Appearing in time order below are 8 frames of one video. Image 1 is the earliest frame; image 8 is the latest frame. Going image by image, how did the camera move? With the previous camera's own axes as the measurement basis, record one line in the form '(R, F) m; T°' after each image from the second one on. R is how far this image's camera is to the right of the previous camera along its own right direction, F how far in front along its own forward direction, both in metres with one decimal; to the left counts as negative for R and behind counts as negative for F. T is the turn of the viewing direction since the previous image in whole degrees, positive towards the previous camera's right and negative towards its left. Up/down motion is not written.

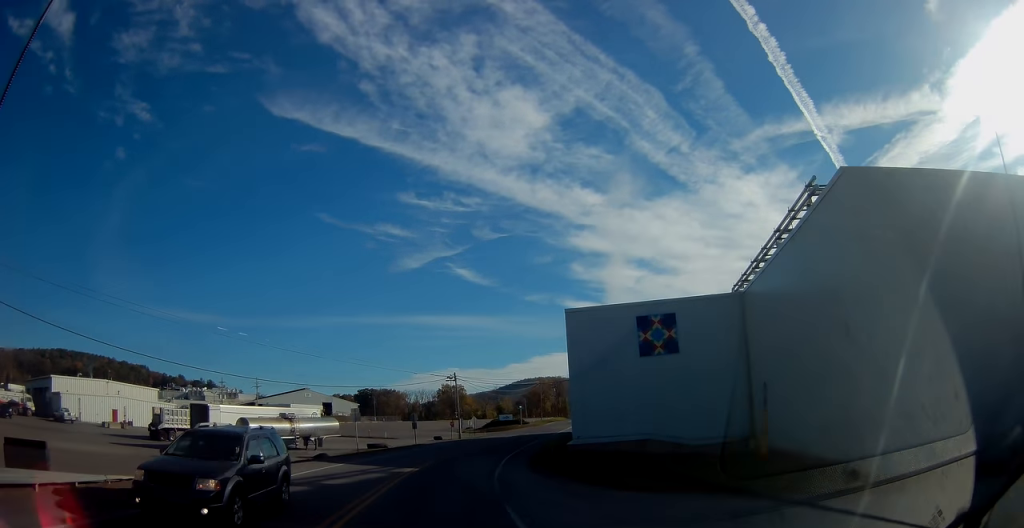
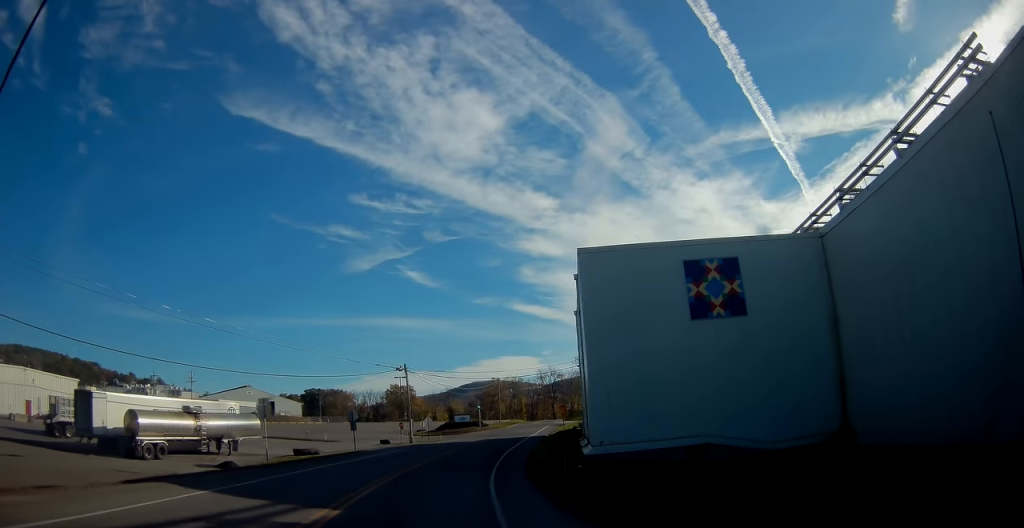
(+0.6, +12.7) m; +6°
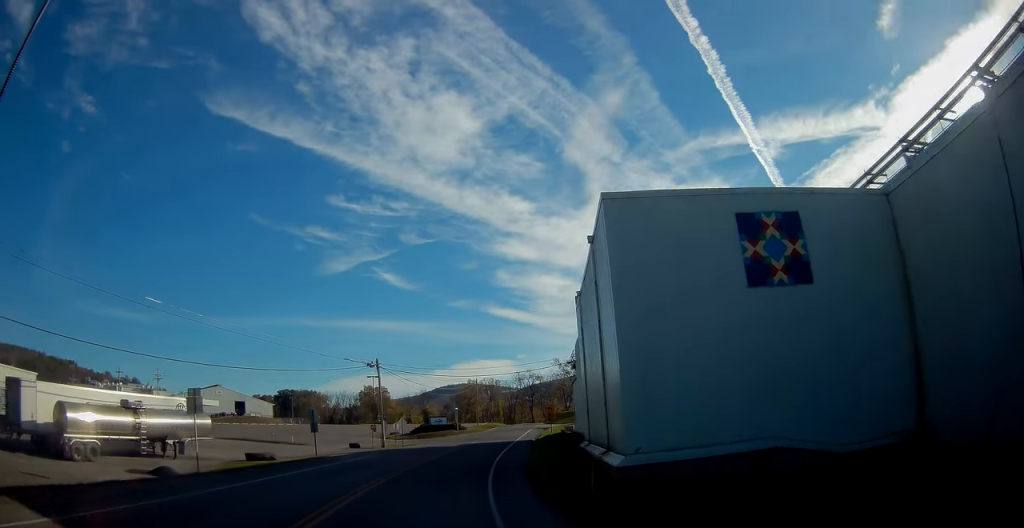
(+0.2, +6.1) m; +3°
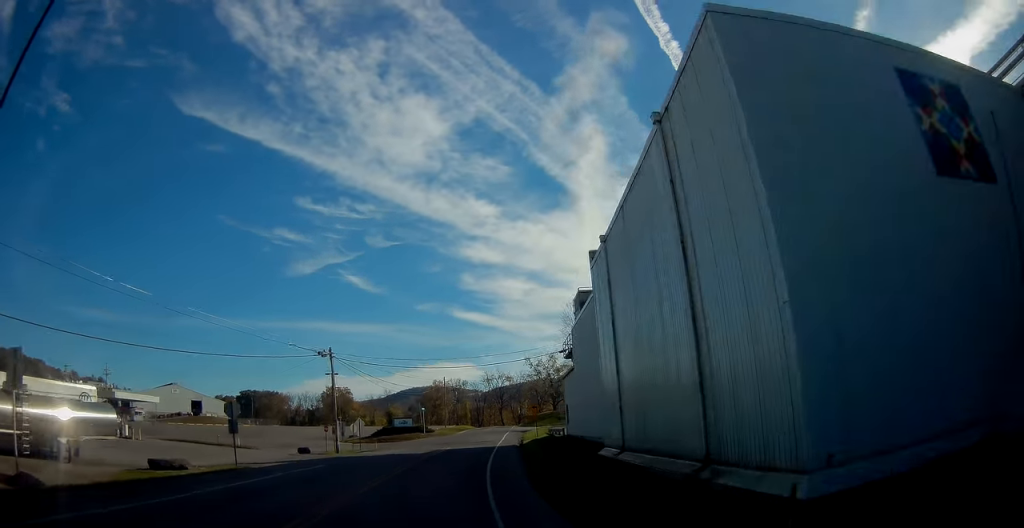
(+0.3, +9.0) m; +3°
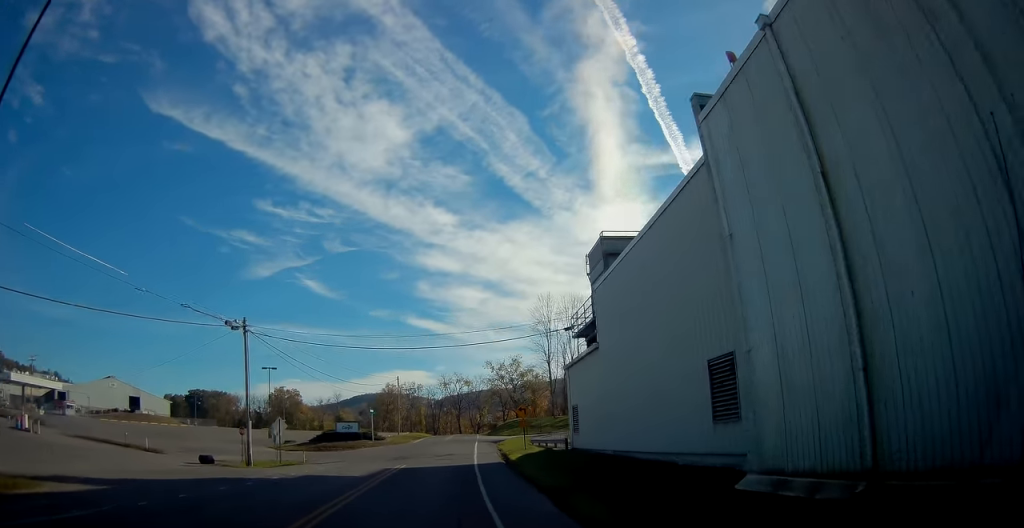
(+0.5, +13.9) m; +5°
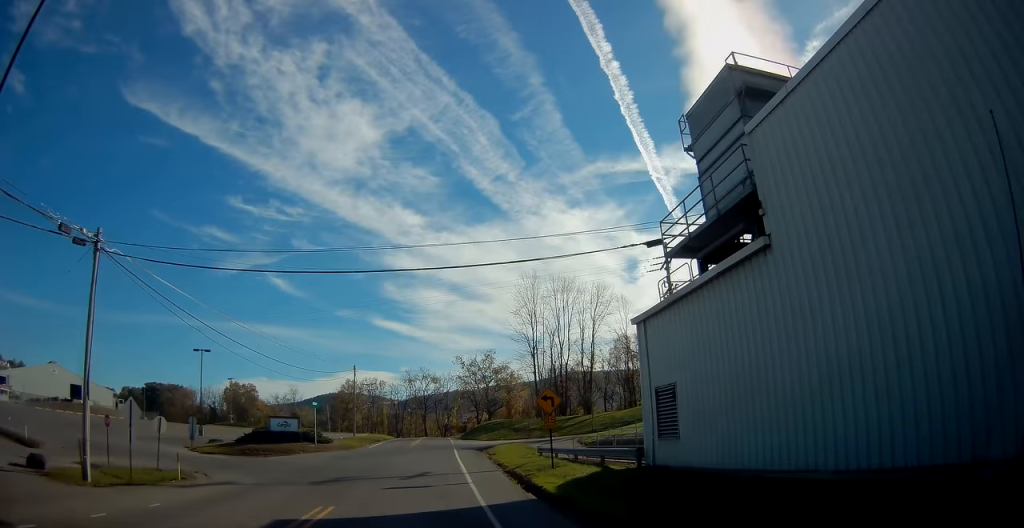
(+0.8, +15.5) m; +6°
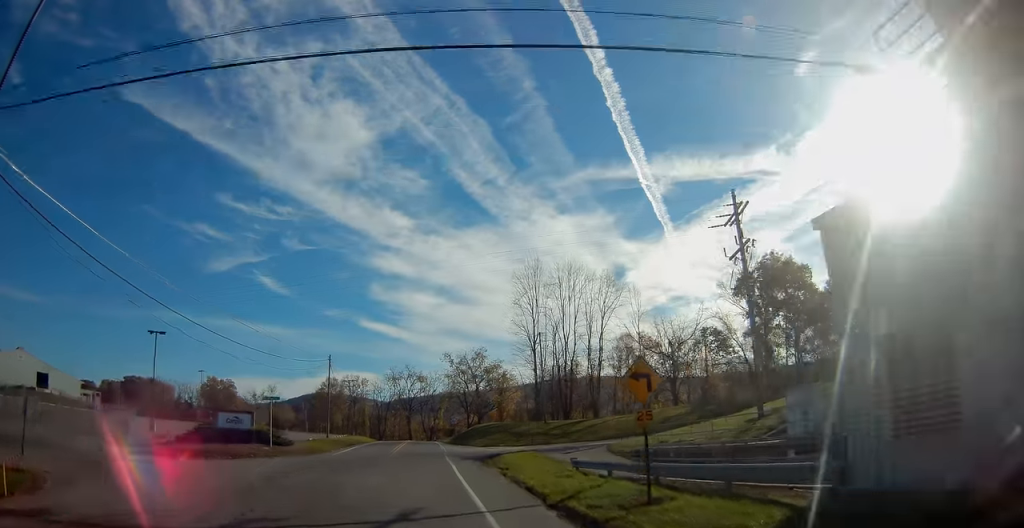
(+0.4, +10.2) m; +3°
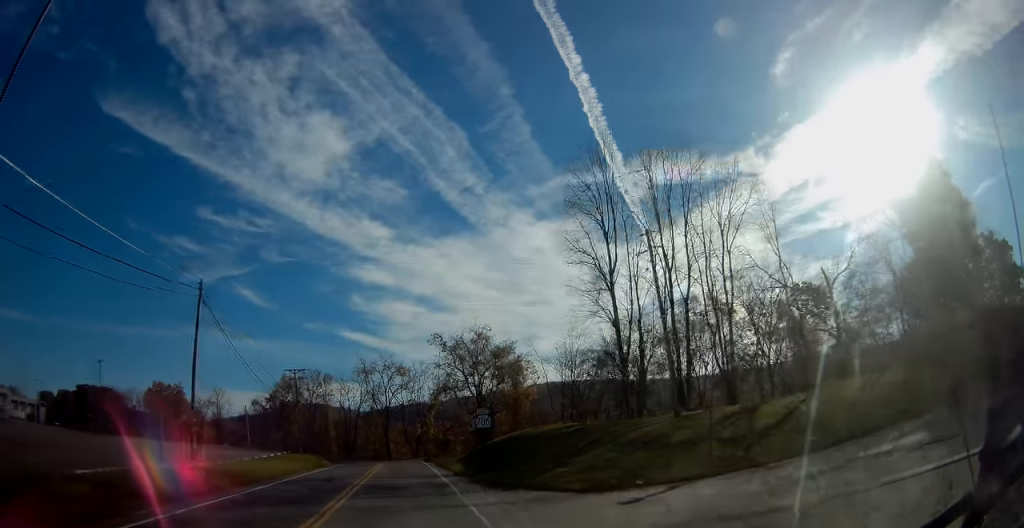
(+0.9, +36.5) m; +1°
